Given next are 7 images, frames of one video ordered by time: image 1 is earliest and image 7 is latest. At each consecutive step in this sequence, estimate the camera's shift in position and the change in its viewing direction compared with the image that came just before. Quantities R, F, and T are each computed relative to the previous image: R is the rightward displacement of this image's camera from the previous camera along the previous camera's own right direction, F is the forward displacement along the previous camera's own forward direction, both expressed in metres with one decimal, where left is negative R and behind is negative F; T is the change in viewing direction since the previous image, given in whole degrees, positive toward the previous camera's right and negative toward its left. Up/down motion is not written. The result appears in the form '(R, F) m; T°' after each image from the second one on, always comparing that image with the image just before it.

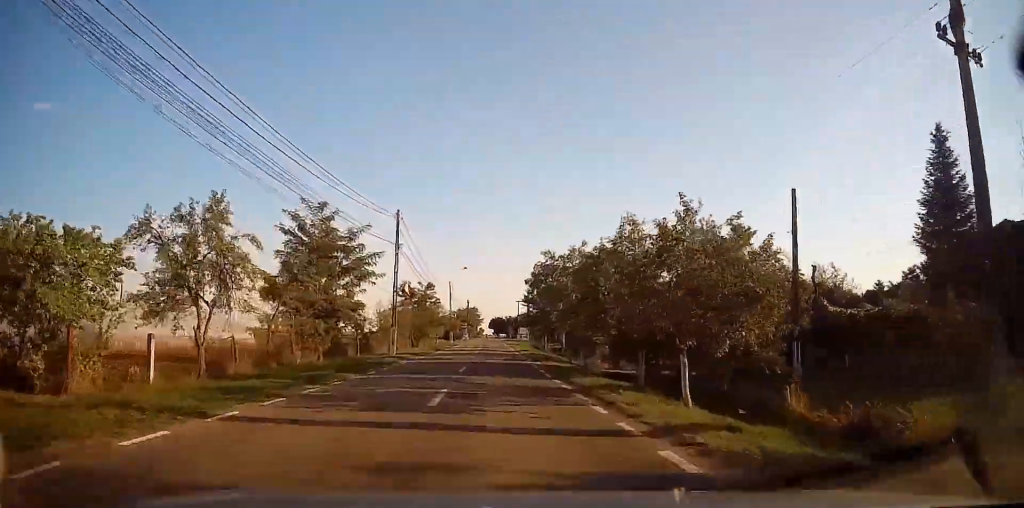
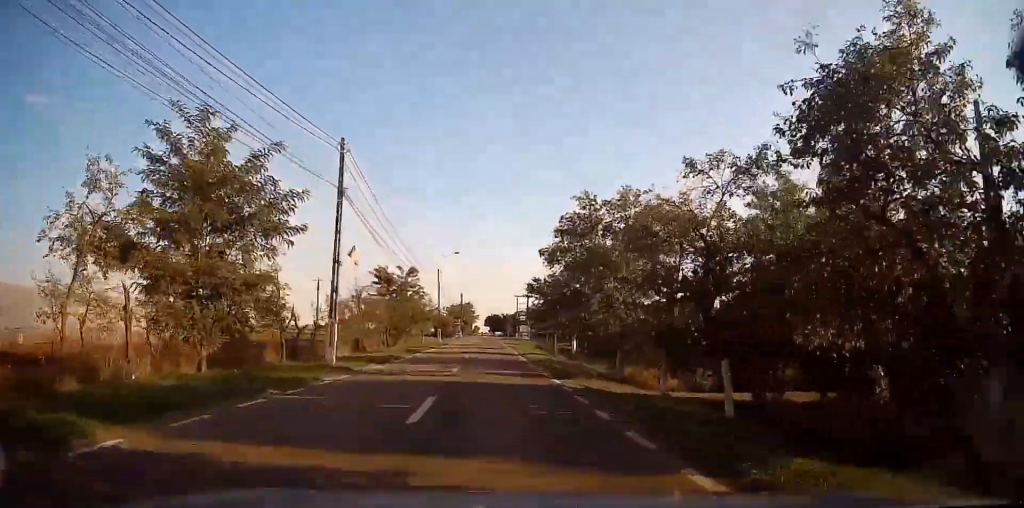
(0.0, +10.8) m; +1°
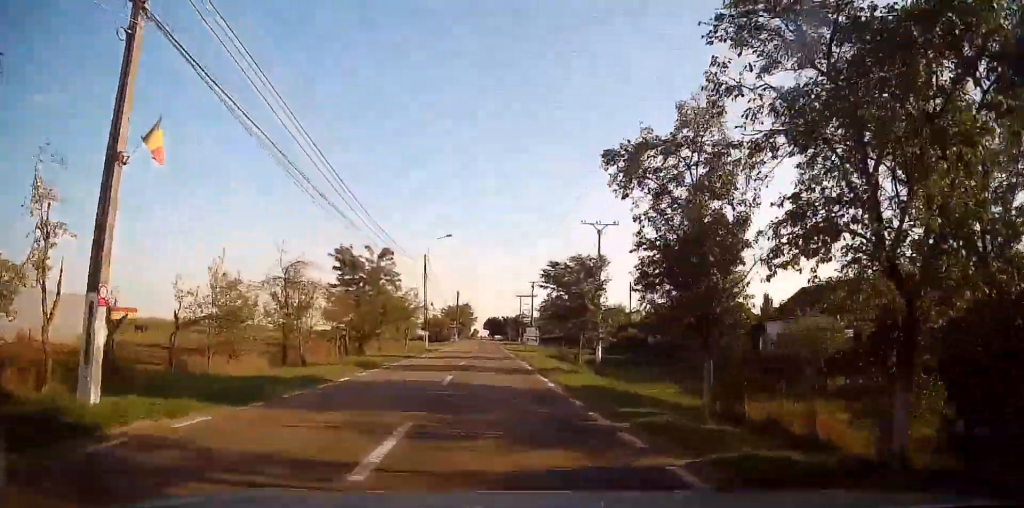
(+0.2, +11.9) m; 0°
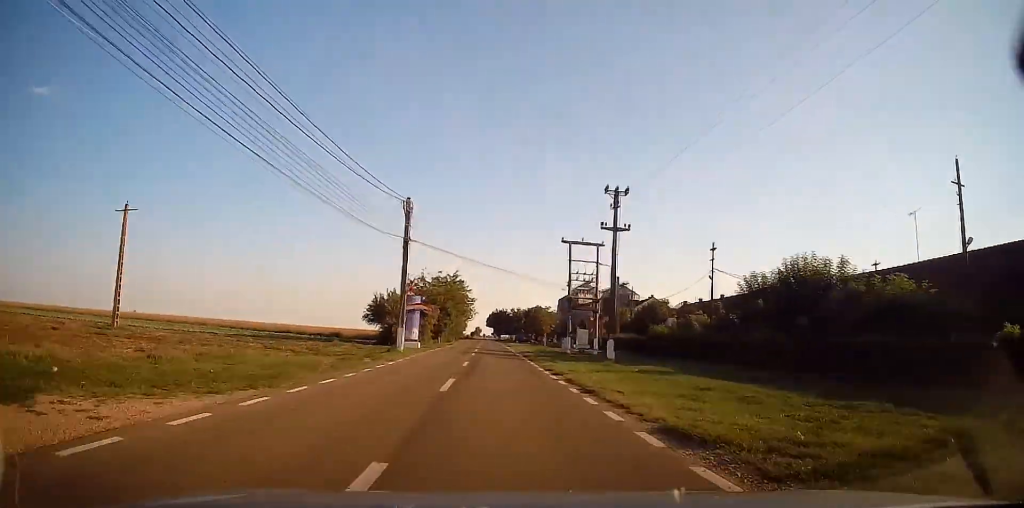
(-0.4, +56.0) m; 0°
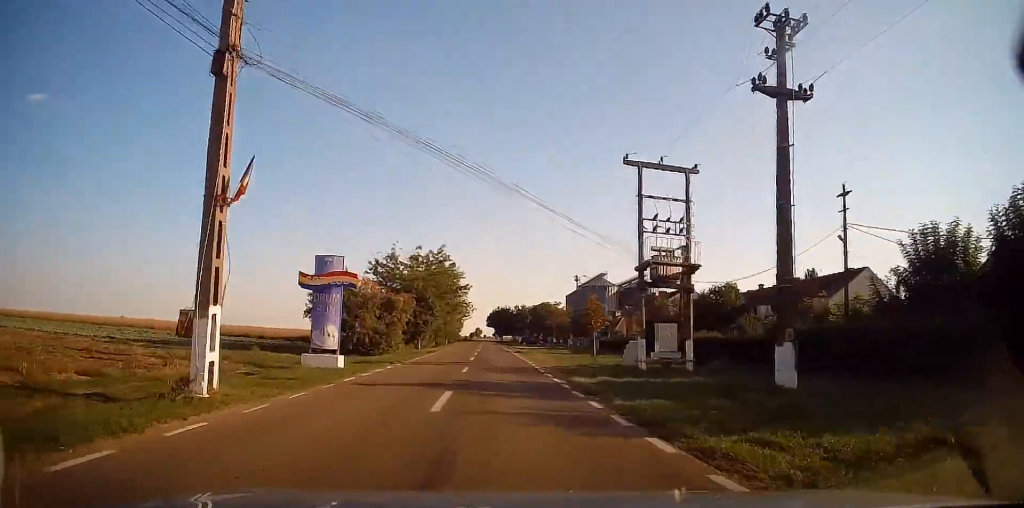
(0.0, +20.6) m; -1°
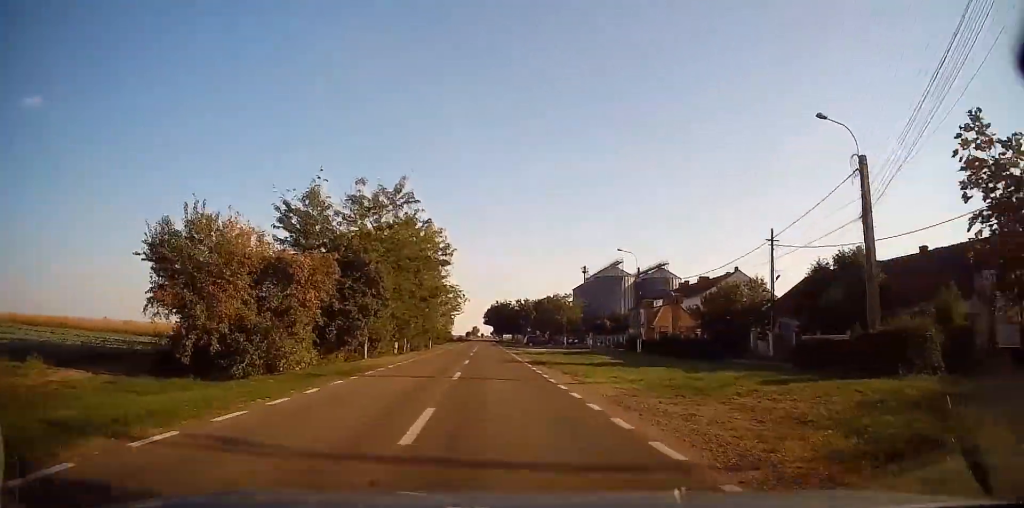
(-0.2, +20.6) m; 0°
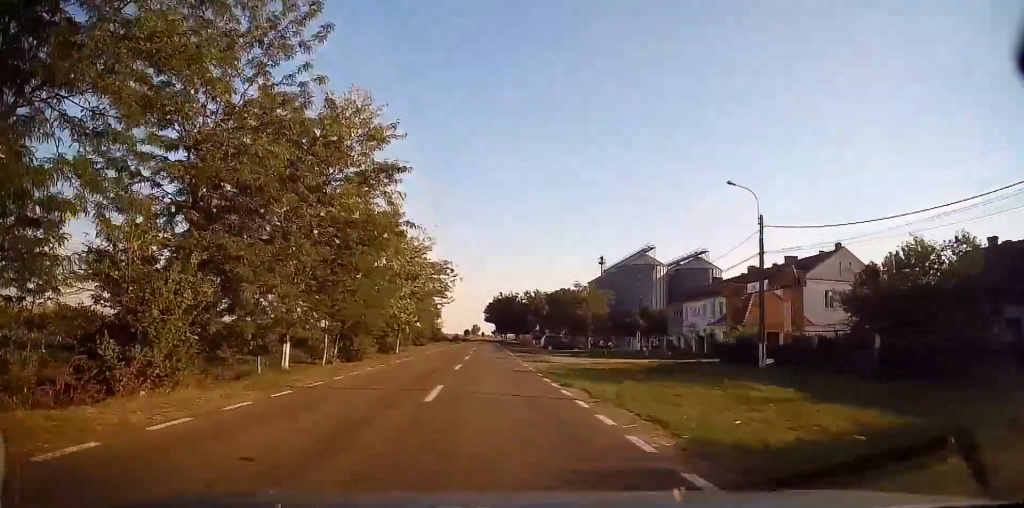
(+0.1, +23.3) m; +1°
